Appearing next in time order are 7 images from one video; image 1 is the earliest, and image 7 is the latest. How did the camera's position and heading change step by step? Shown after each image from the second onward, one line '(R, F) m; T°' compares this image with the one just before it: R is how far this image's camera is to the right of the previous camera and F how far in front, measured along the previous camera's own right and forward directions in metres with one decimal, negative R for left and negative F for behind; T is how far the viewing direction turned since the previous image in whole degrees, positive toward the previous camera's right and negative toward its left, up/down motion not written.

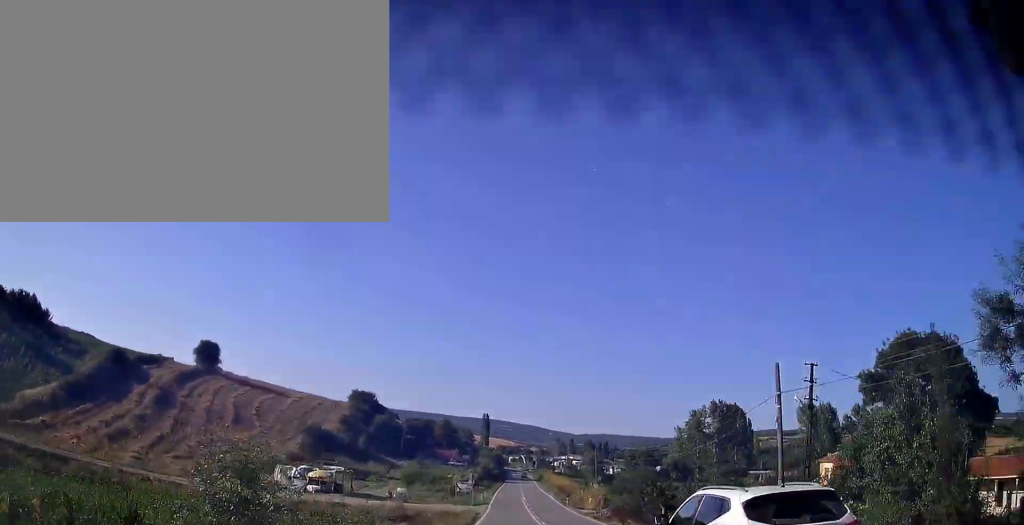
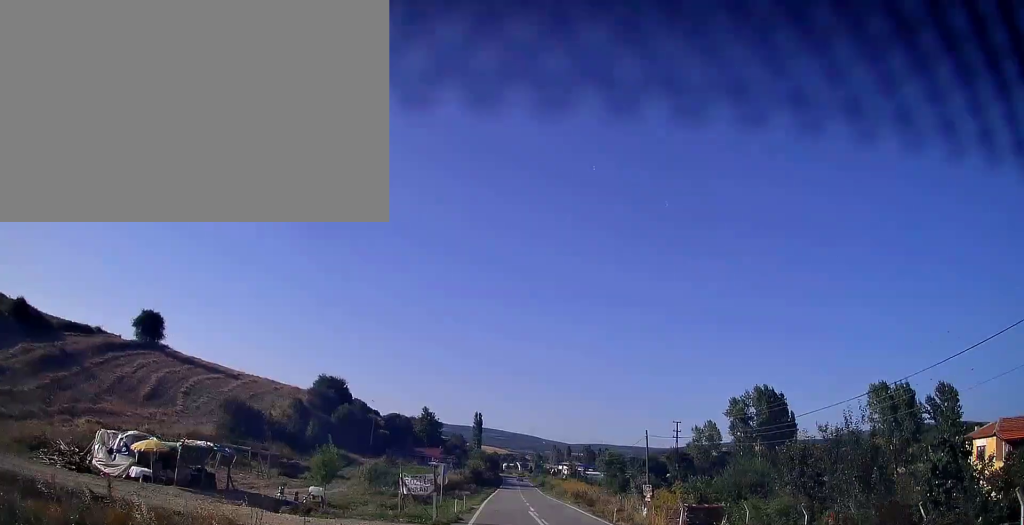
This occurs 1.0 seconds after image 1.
(+0.3, +24.1) m; +1°
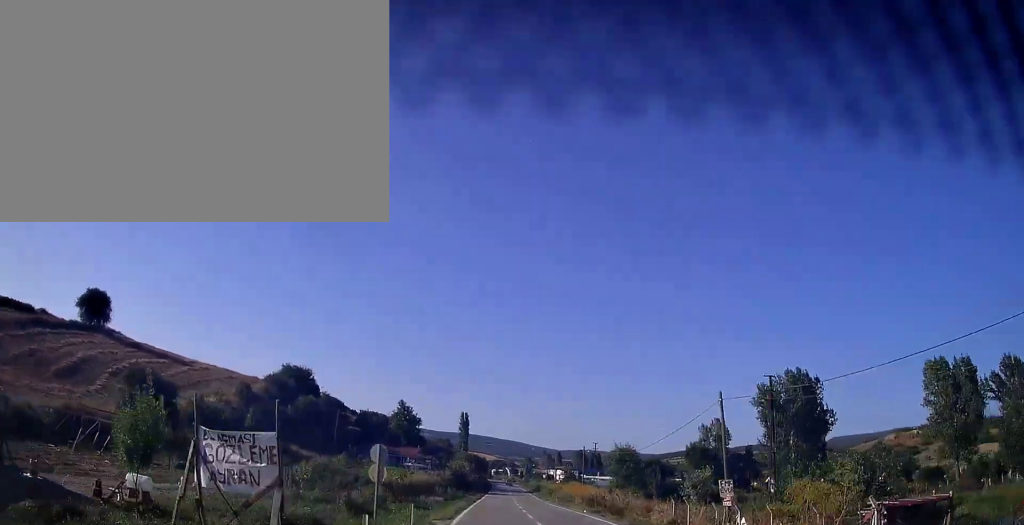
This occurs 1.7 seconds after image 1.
(0.0, +16.6) m; 0°
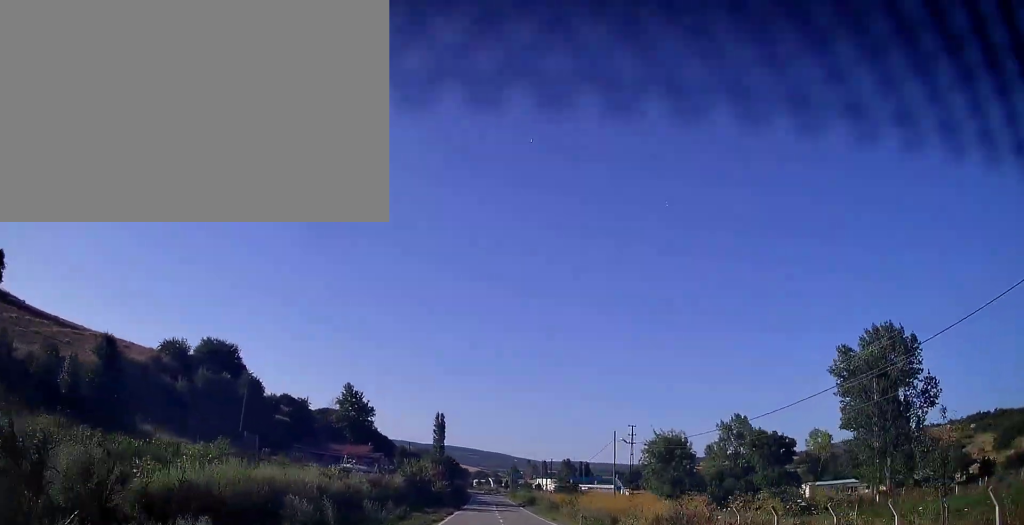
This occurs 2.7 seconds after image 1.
(+0.2, +26.1) m; +1°
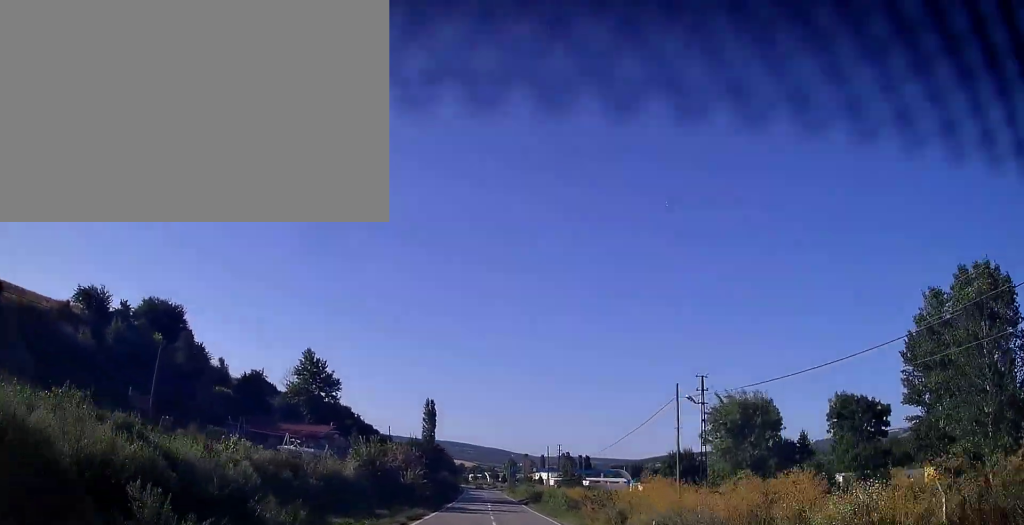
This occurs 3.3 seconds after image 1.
(+0.2, +17.4) m; +1°
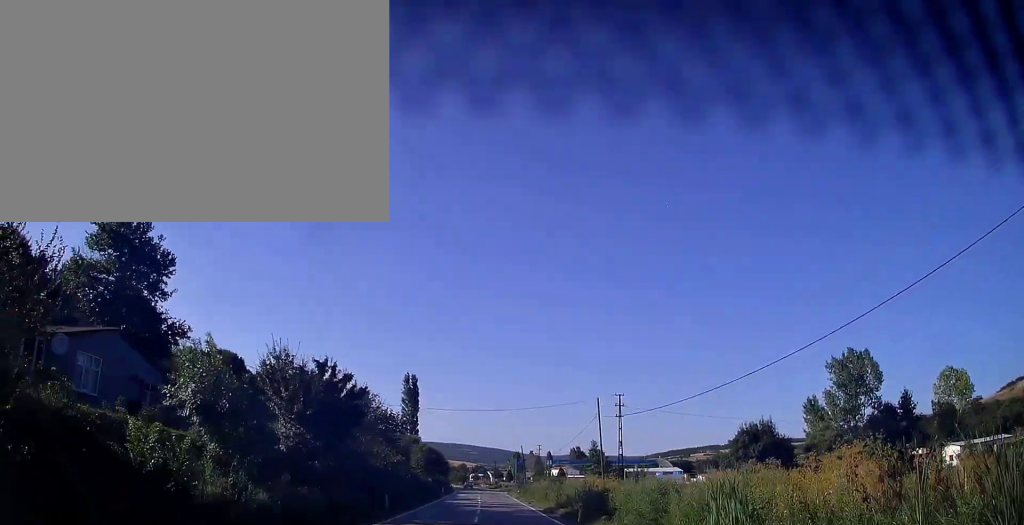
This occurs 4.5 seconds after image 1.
(+0.4, +35.7) m; +1°
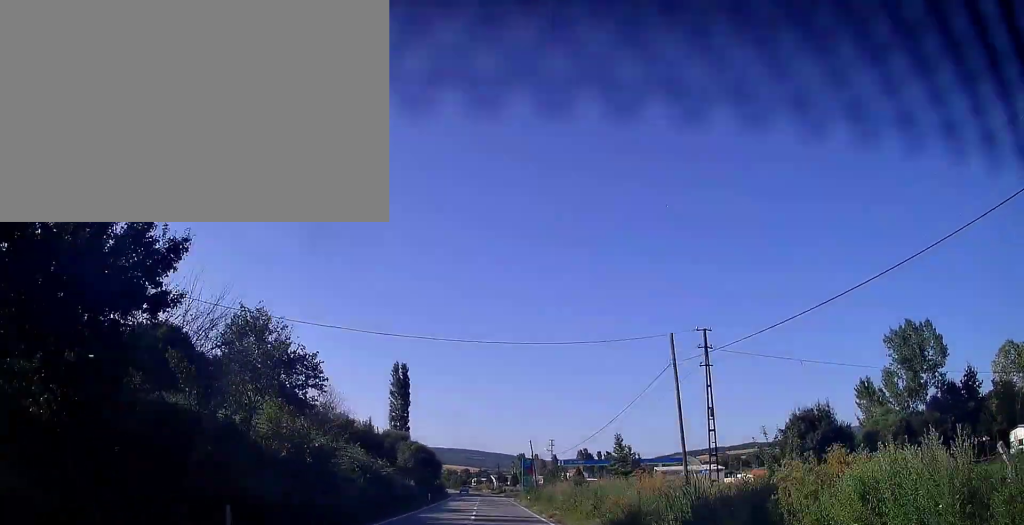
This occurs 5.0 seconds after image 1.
(0.0, +16.1) m; 0°
